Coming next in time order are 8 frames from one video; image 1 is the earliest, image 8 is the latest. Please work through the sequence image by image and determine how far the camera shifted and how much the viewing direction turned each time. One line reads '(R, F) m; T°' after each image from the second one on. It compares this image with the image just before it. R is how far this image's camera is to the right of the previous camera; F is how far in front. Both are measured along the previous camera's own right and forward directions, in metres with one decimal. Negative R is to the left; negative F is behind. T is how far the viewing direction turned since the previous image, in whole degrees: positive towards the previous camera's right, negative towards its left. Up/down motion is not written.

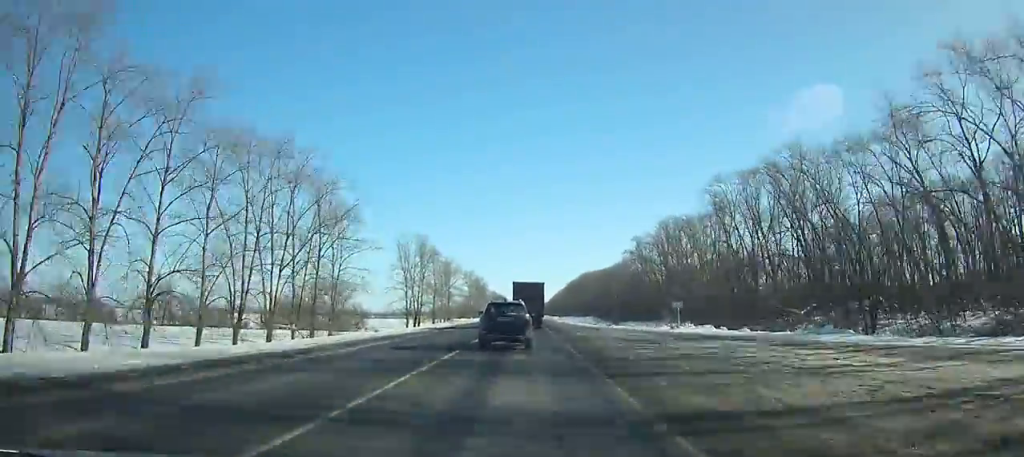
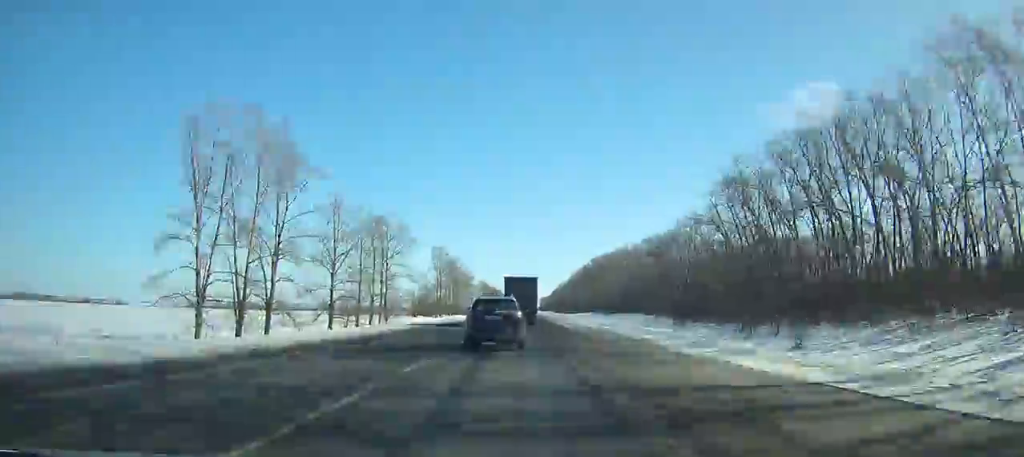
(0.0, +77.7) m; 0°
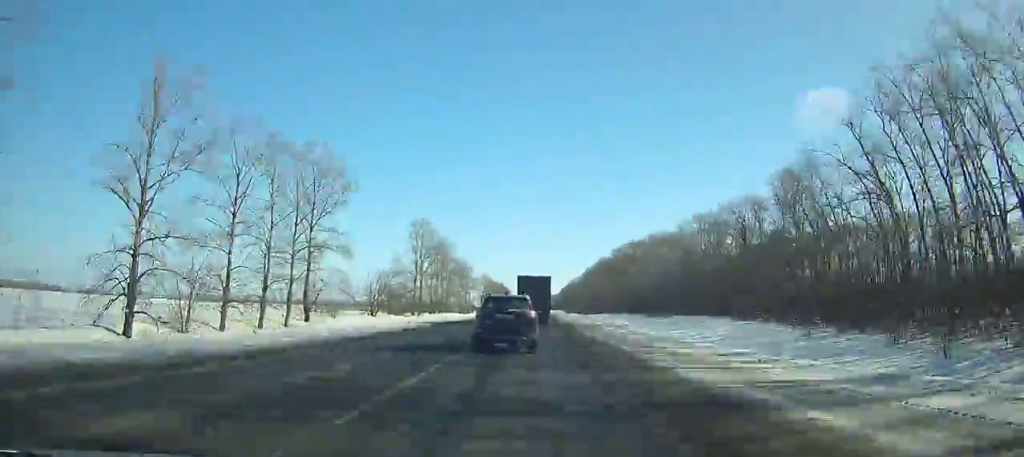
(0.0, +41.1) m; 0°
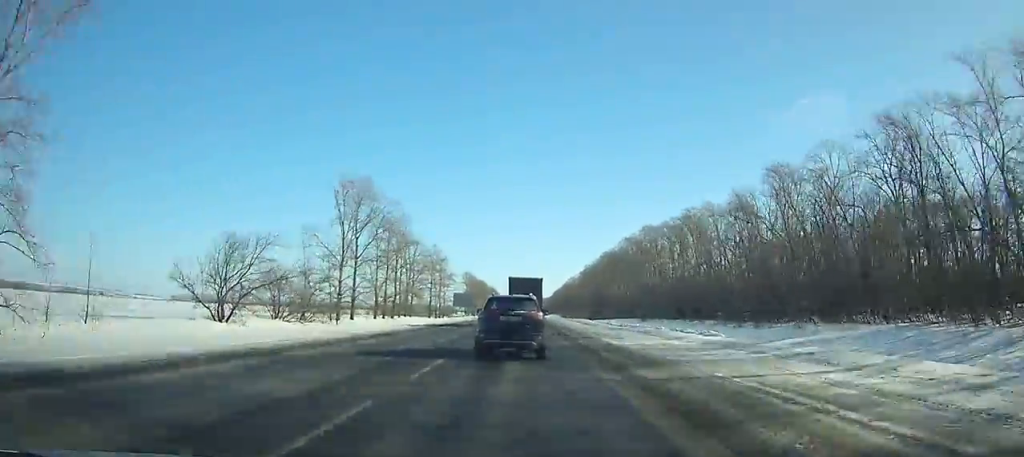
(+0.3, +42.9) m; 0°
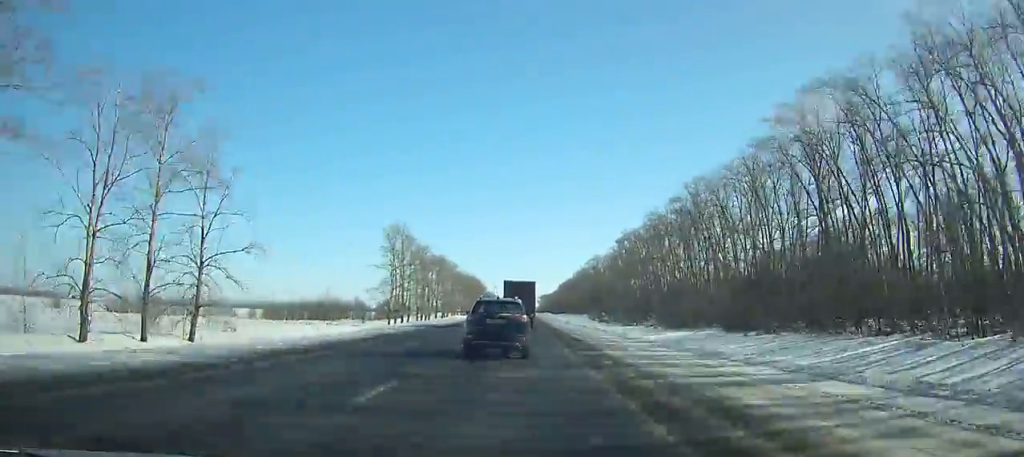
(-0.5, +135.9) m; 0°
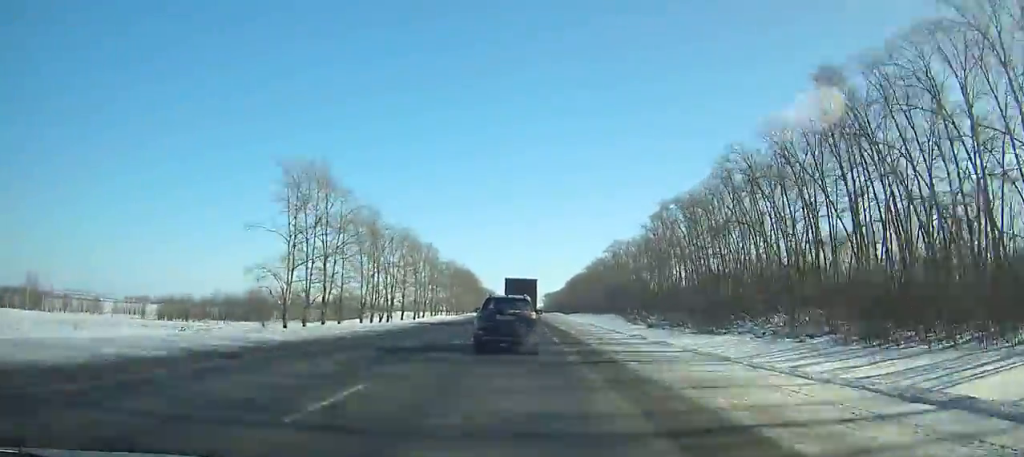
(+0.3, +49.0) m; 0°
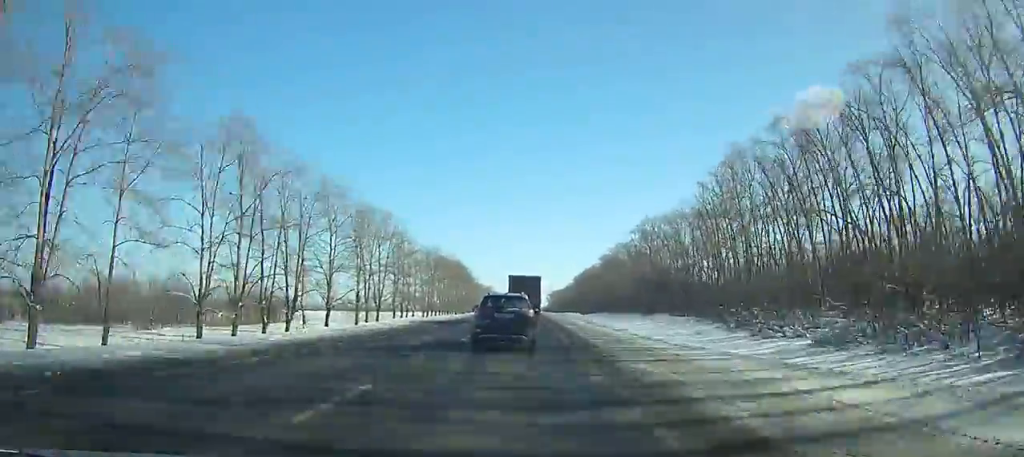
(0.0, +47.2) m; 0°
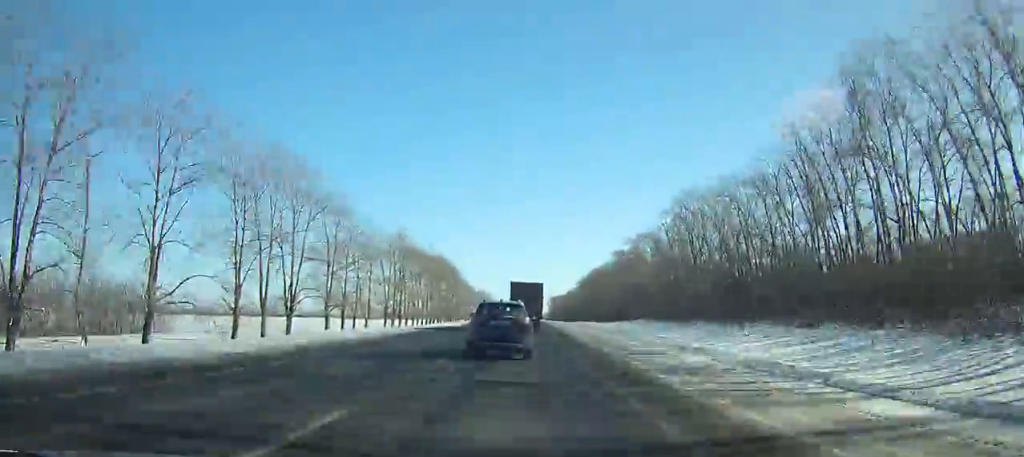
(-0.2, +37.1) m; 0°
